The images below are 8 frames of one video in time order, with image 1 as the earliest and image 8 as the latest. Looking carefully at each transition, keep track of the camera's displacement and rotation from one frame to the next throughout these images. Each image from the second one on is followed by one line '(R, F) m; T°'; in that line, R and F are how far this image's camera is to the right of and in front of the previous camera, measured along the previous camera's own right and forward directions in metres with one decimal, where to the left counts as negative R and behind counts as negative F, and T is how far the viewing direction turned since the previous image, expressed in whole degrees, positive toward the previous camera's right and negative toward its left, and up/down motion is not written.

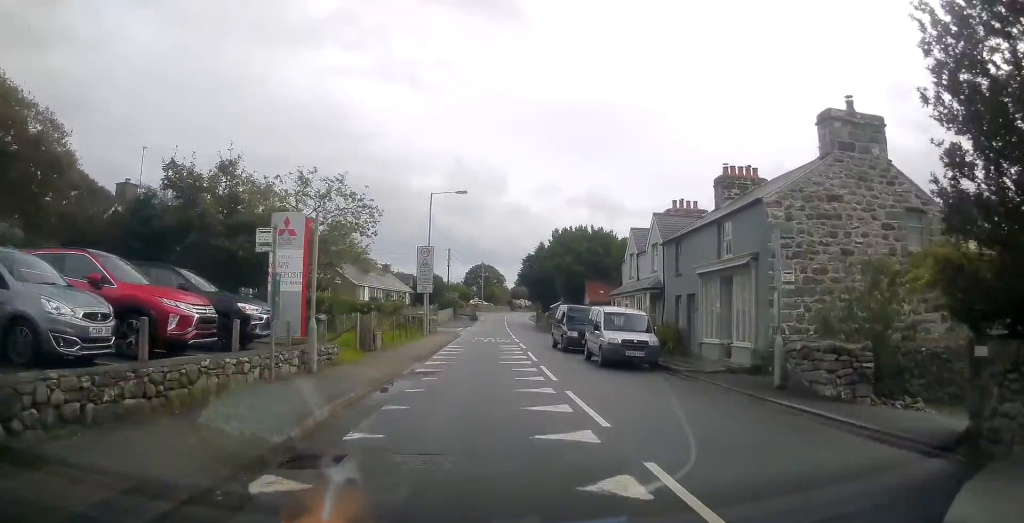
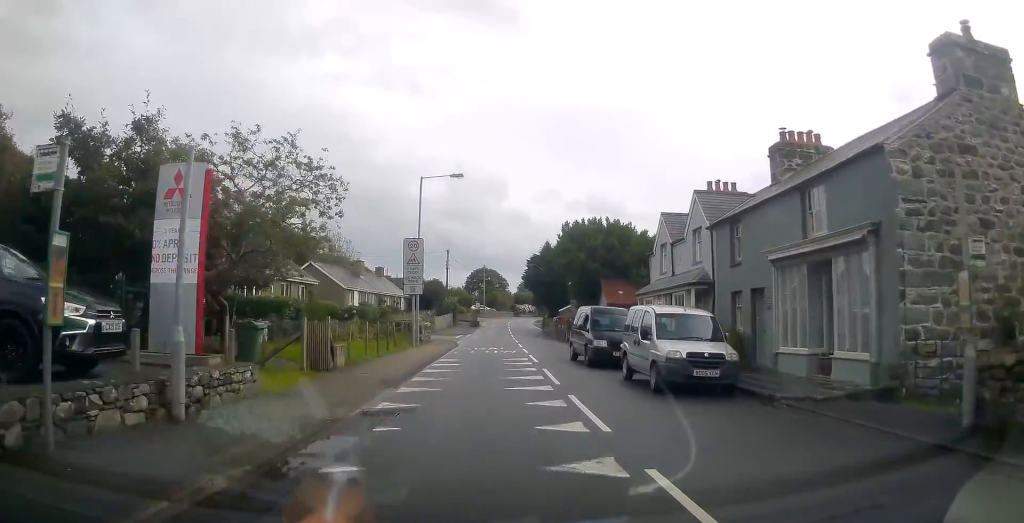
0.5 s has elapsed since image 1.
(-0.1, +5.9) m; 0°
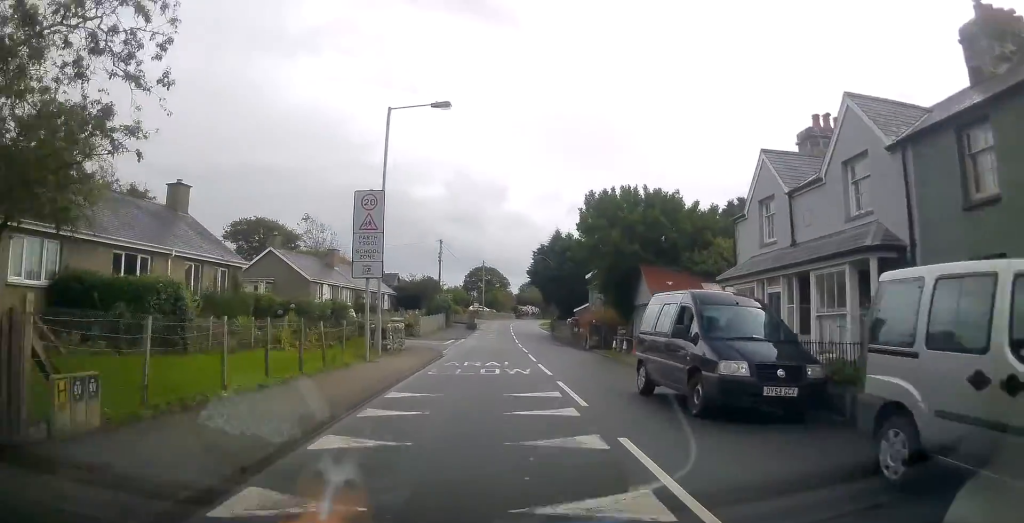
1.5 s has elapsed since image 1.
(0.0, +10.9) m; 0°
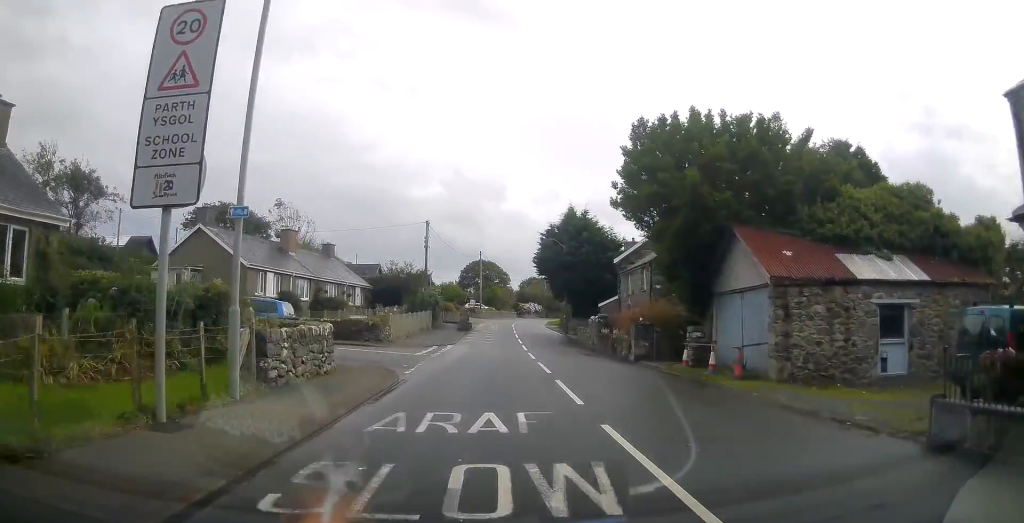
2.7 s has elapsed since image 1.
(-0.1, +12.0) m; 0°
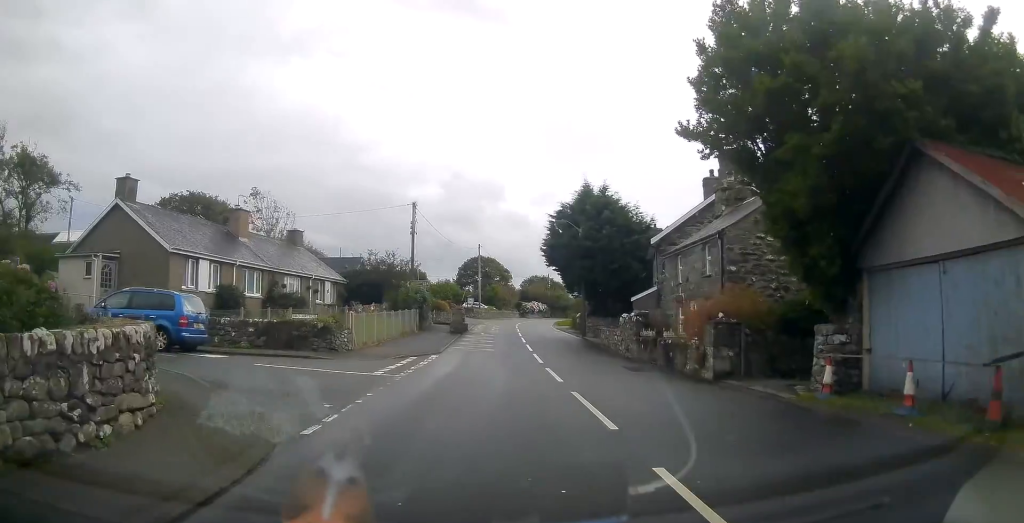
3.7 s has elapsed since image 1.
(0.0, +9.1) m; 0°
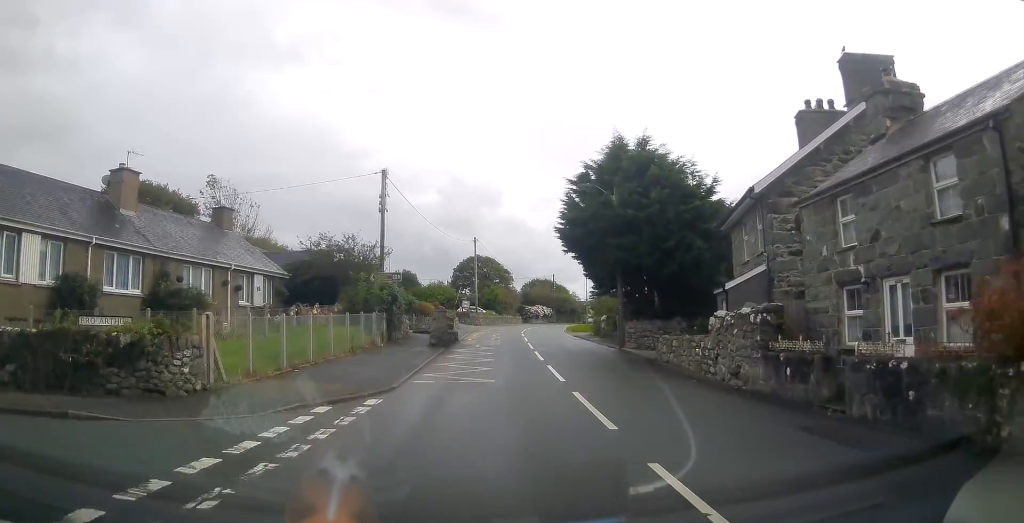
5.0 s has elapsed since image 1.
(0.0, +11.8) m; 0°
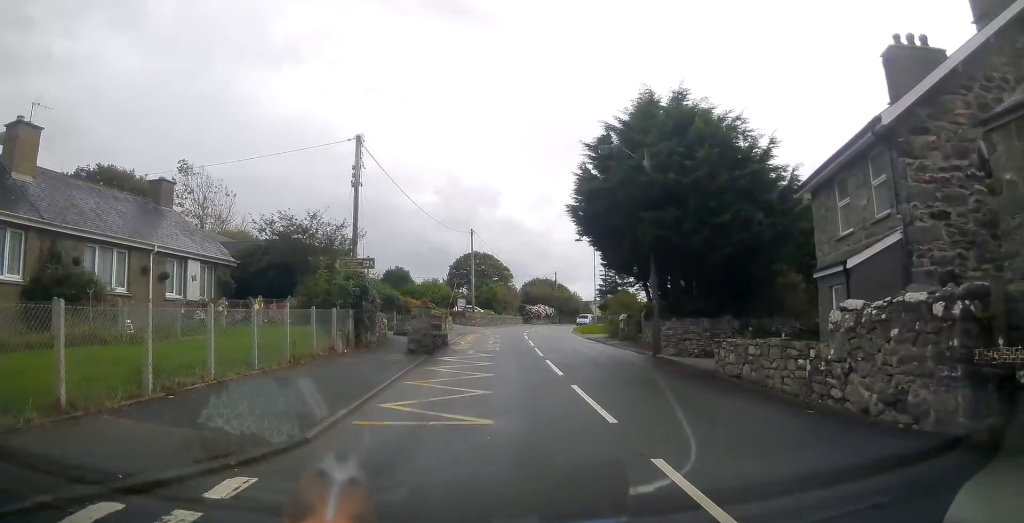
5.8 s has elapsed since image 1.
(0.0, +5.9) m; 0°
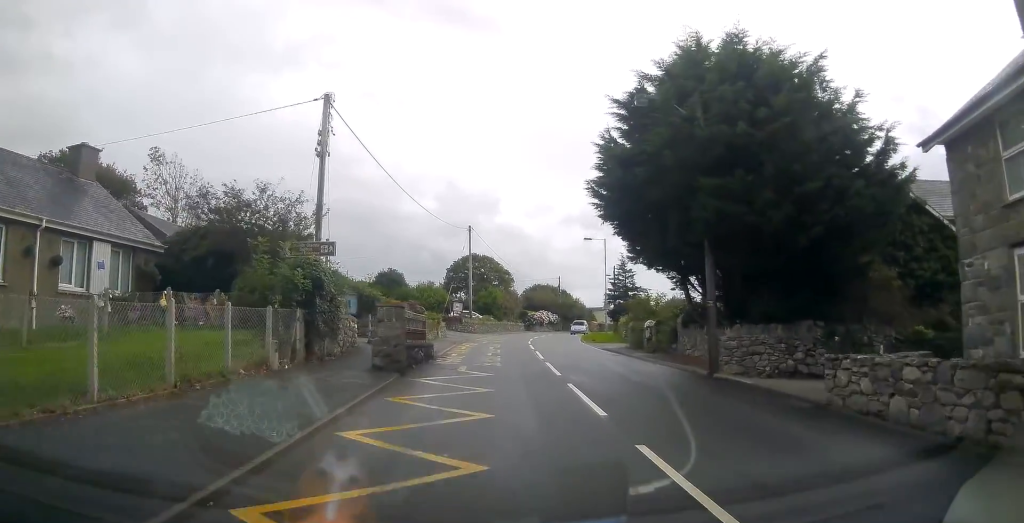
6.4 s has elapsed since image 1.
(0.0, +5.4) m; 0°
